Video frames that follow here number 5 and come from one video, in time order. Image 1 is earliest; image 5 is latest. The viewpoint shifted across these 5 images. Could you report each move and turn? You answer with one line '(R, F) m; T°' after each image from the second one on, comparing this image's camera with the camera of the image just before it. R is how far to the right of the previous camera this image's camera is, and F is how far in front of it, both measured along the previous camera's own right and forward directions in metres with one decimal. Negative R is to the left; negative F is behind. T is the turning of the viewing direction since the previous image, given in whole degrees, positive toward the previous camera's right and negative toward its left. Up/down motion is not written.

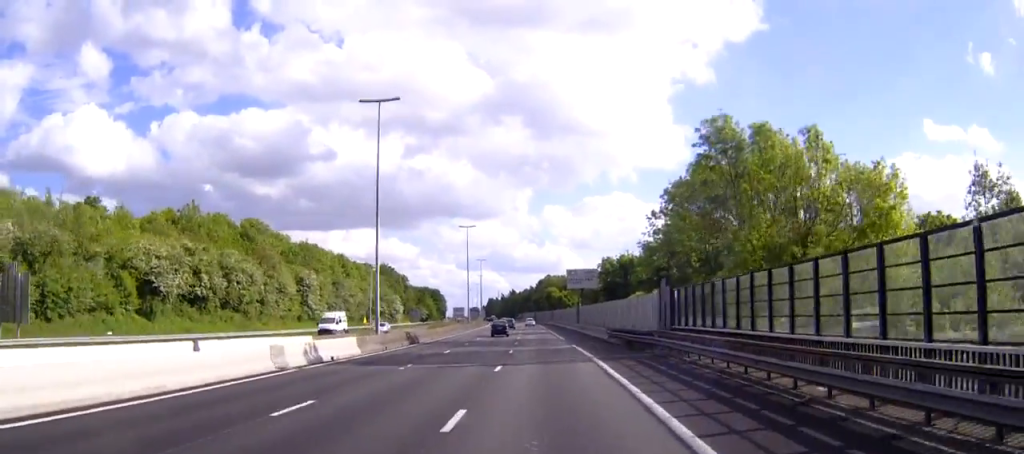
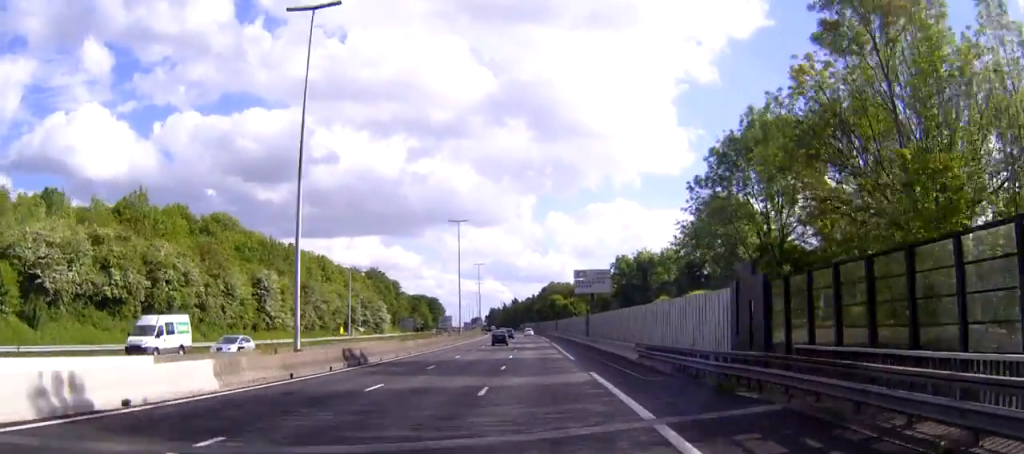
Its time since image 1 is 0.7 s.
(-0.1, +17.5) m; 0°
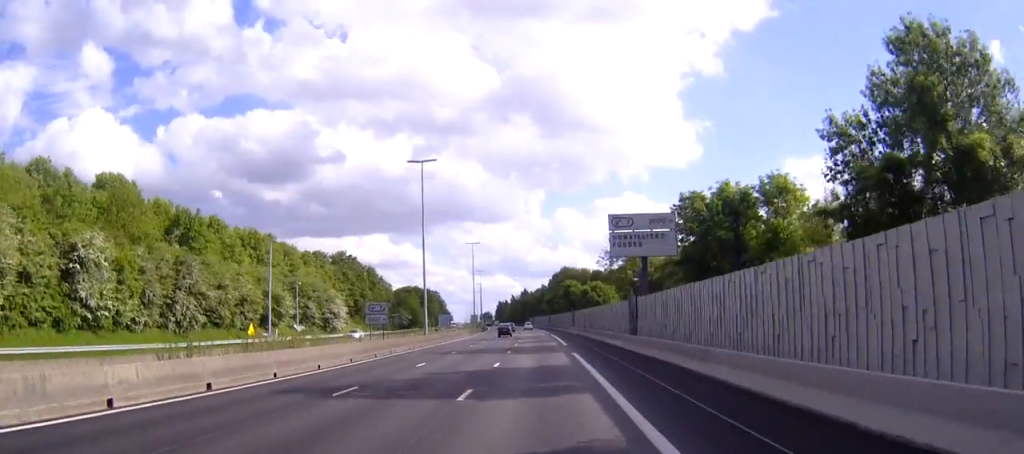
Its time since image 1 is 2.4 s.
(-0.3, +40.9) m; -1°
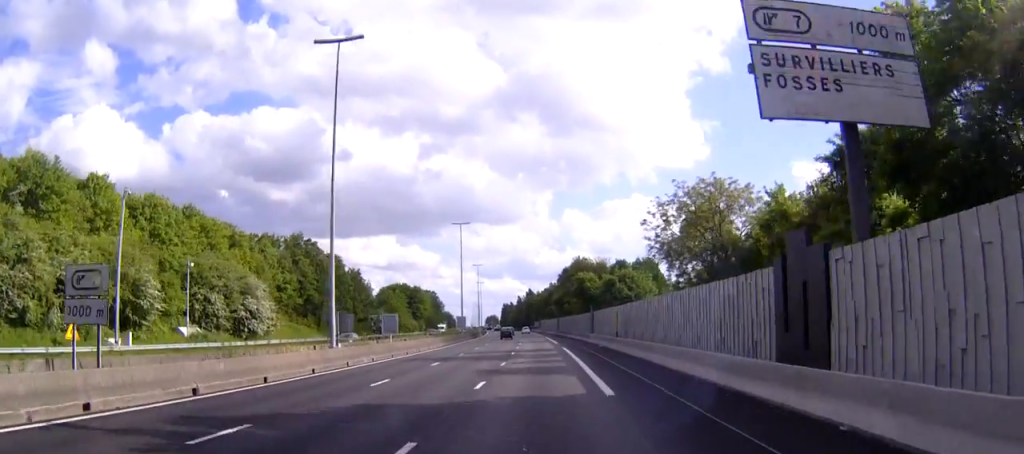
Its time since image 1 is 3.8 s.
(-0.2, +33.9) m; -1°
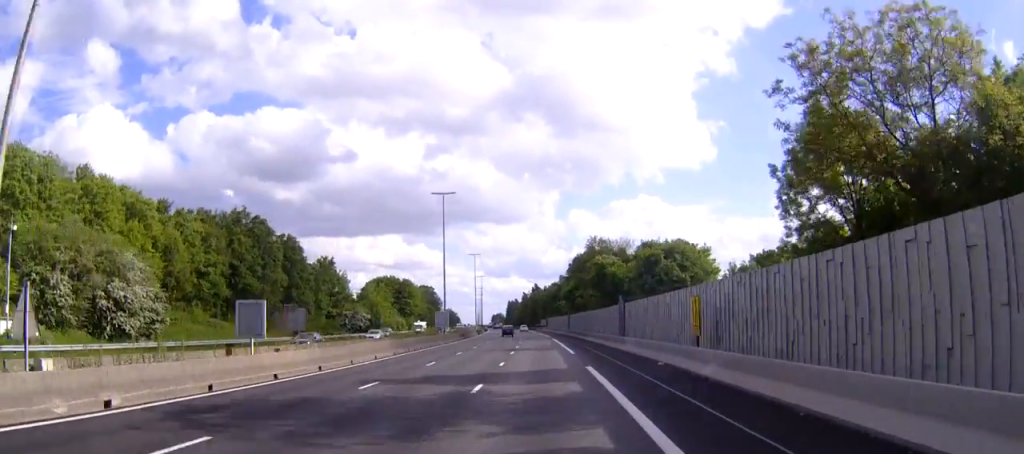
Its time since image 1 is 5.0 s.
(-0.2, +27.5) m; -1°
